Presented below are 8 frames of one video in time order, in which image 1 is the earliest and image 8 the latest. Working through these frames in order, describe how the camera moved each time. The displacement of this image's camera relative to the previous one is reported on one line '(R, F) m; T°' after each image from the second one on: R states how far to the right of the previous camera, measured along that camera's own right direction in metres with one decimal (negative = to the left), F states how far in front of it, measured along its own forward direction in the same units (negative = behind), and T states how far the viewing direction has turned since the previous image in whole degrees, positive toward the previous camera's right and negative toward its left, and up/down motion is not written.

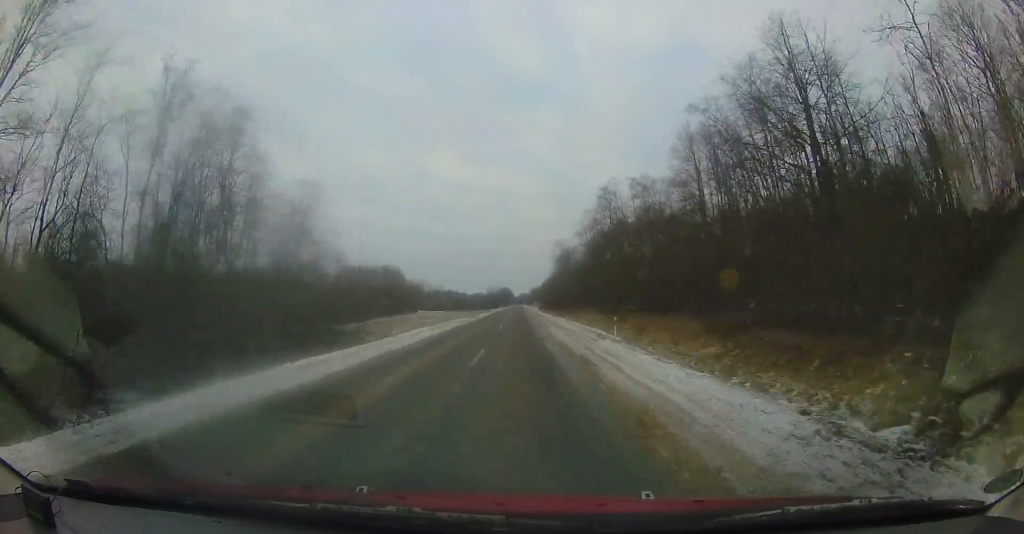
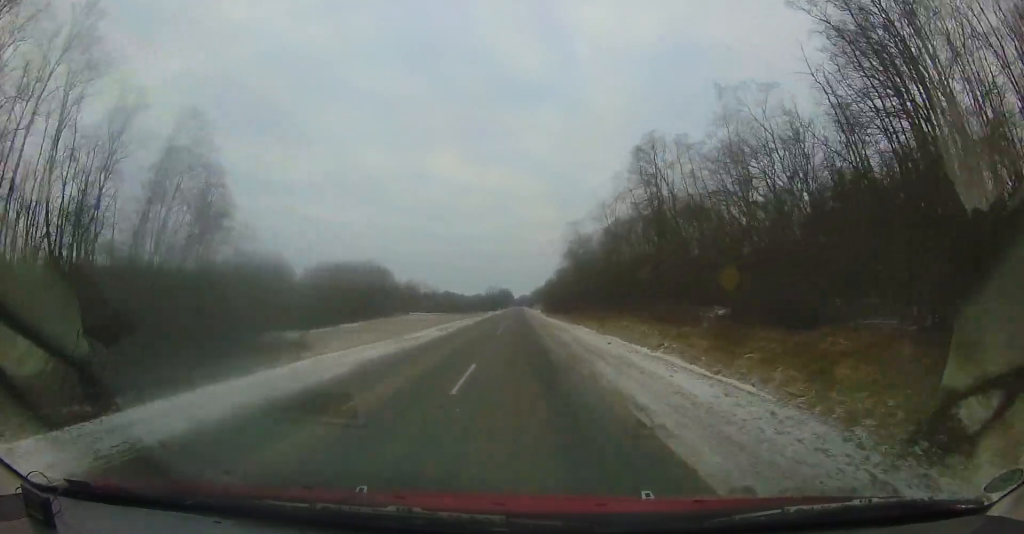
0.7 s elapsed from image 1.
(-0.4, +14.2) m; -2°
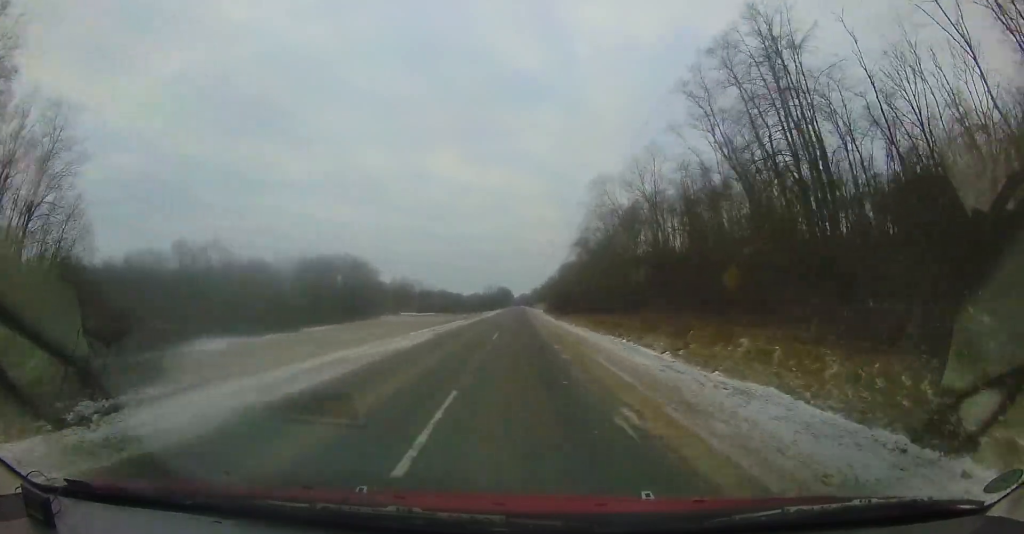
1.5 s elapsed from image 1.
(-0.2, +14.7) m; -1°
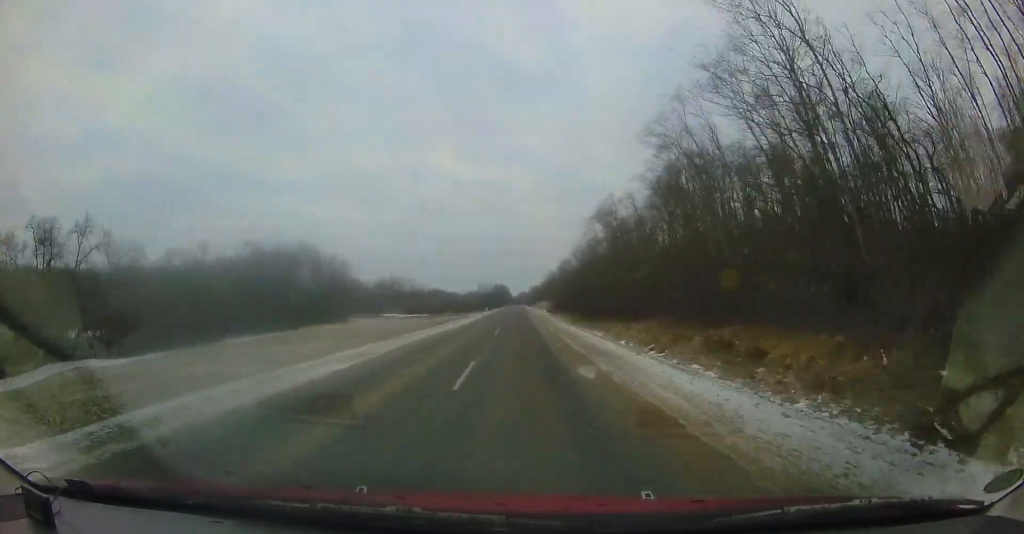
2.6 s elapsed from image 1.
(-0.2, +20.6) m; +1°
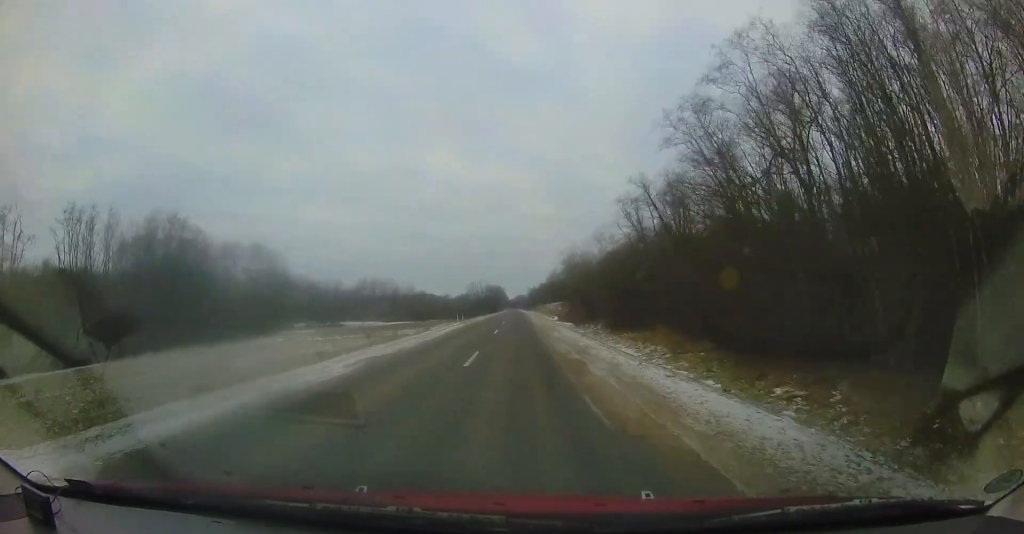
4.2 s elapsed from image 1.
(+1.0, +32.2) m; +2°
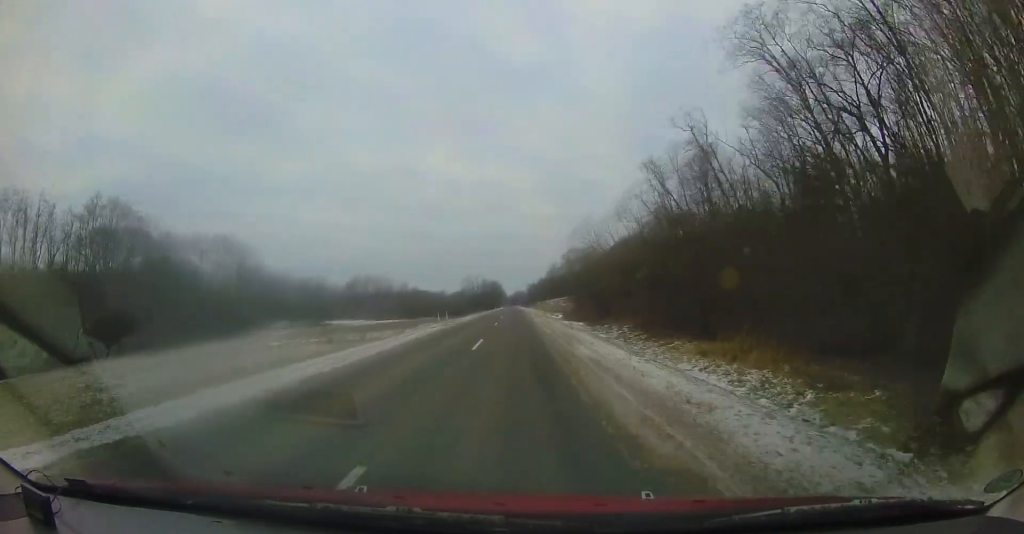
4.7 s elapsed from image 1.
(-0.2, +9.0) m; -1°
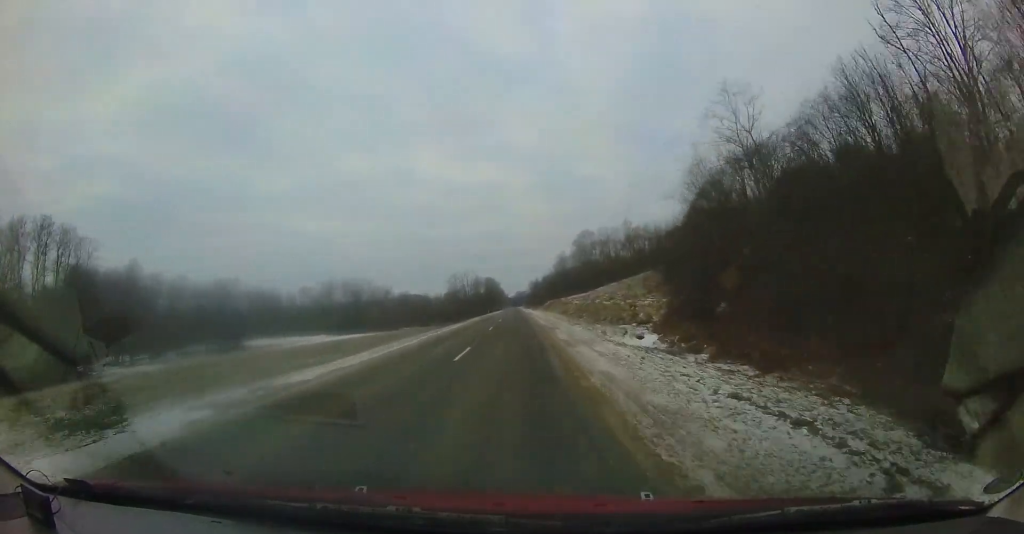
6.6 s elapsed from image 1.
(-0.4, +37.1) m; -1°
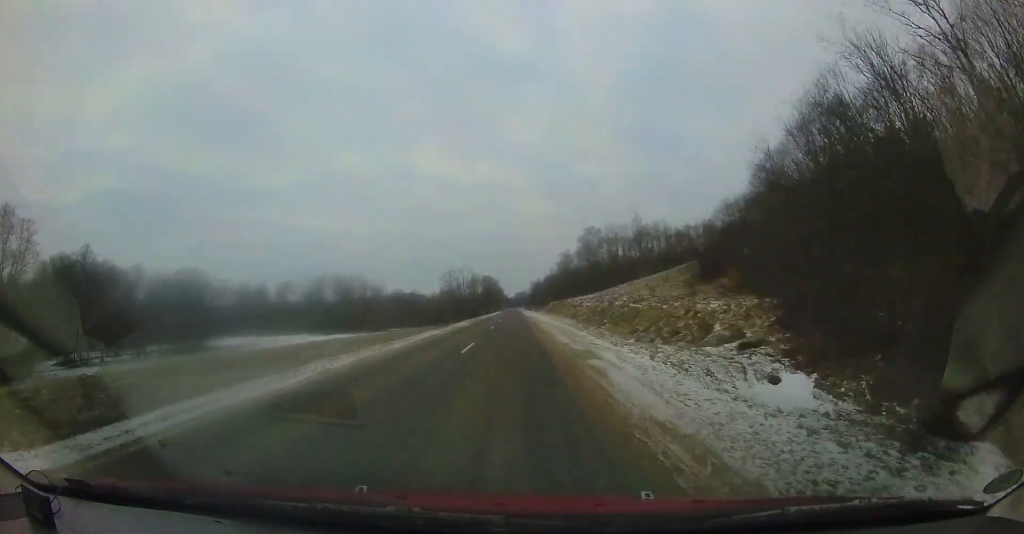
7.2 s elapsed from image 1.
(0.0, +10.2) m; 0°
